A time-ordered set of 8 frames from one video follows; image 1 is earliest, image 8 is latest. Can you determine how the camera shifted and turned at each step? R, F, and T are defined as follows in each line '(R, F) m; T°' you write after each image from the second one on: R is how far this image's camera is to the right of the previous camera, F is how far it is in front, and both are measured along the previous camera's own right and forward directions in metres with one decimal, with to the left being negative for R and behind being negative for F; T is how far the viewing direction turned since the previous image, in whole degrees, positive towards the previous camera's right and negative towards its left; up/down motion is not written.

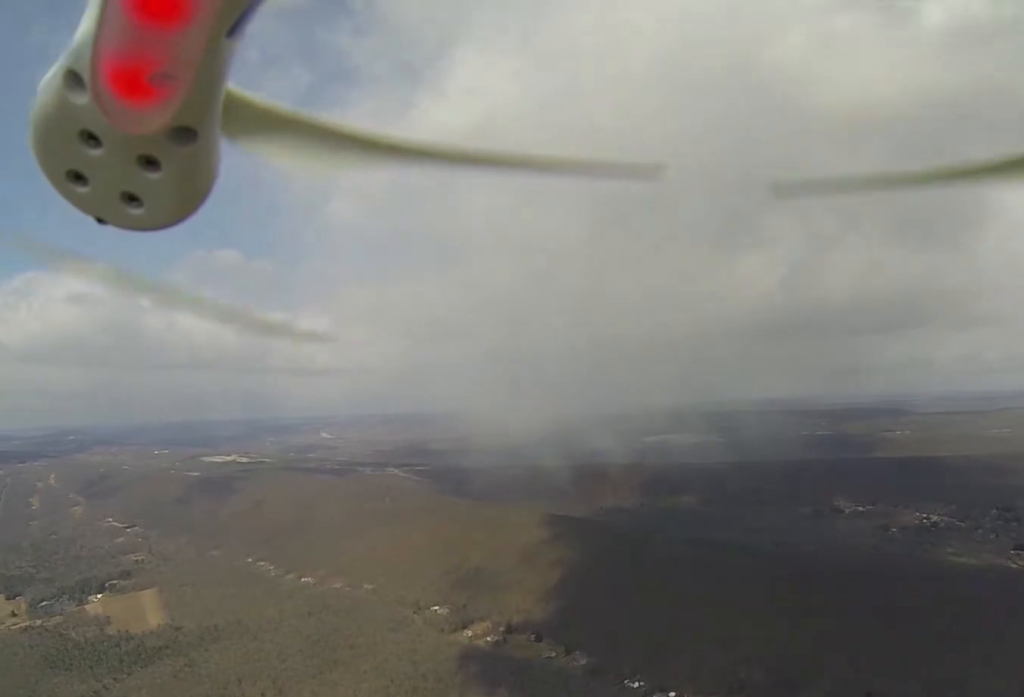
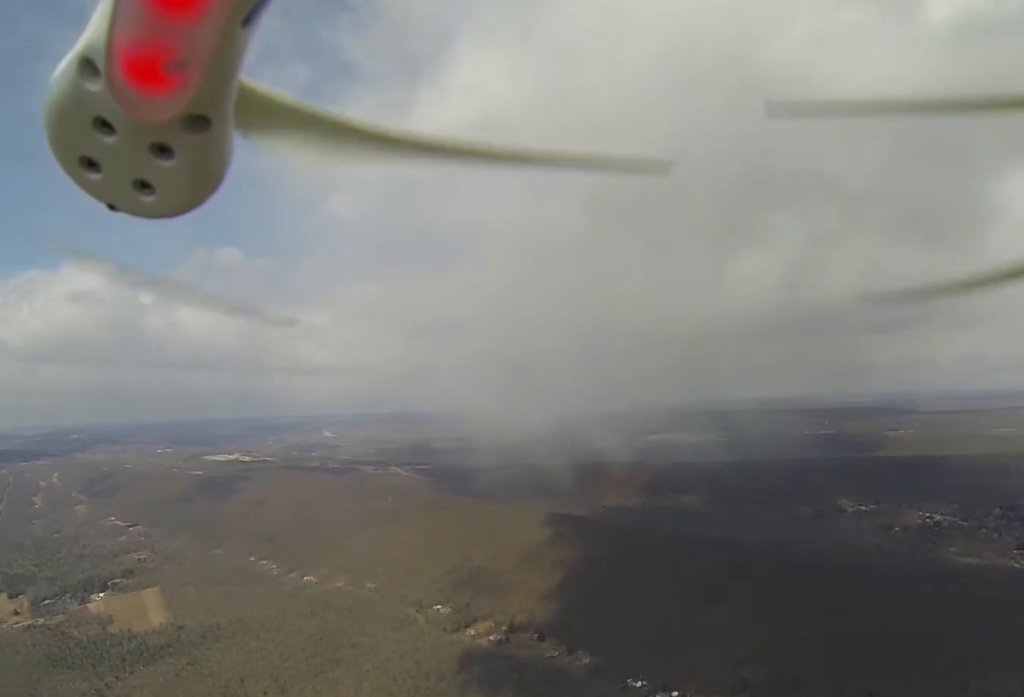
(0.0, +2.6) m; +1°
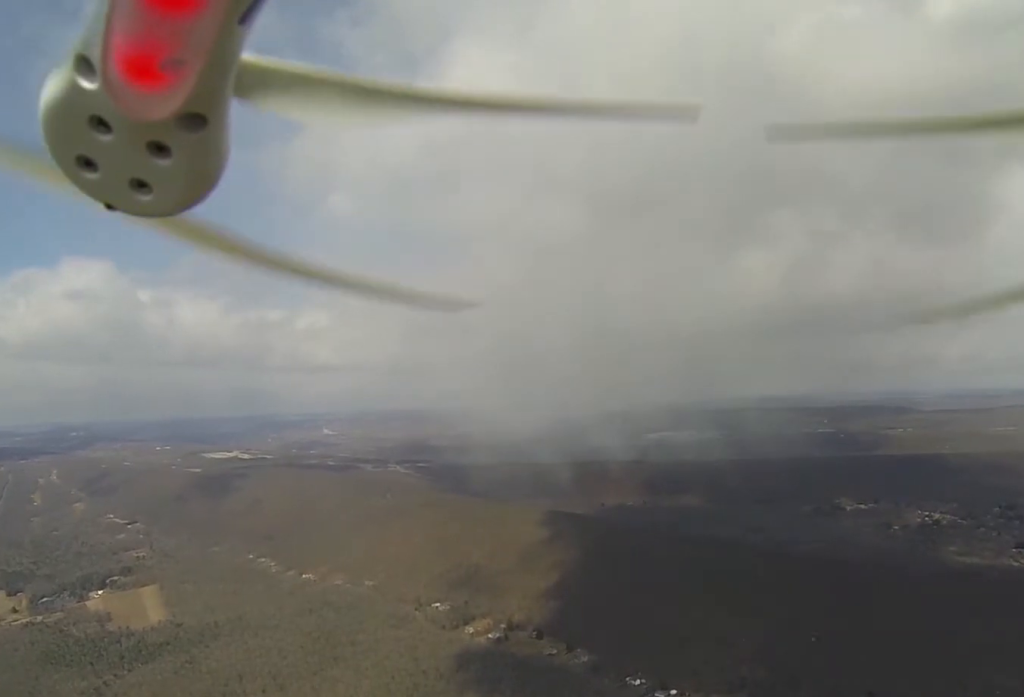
(0.0, +1.6) m; +1°
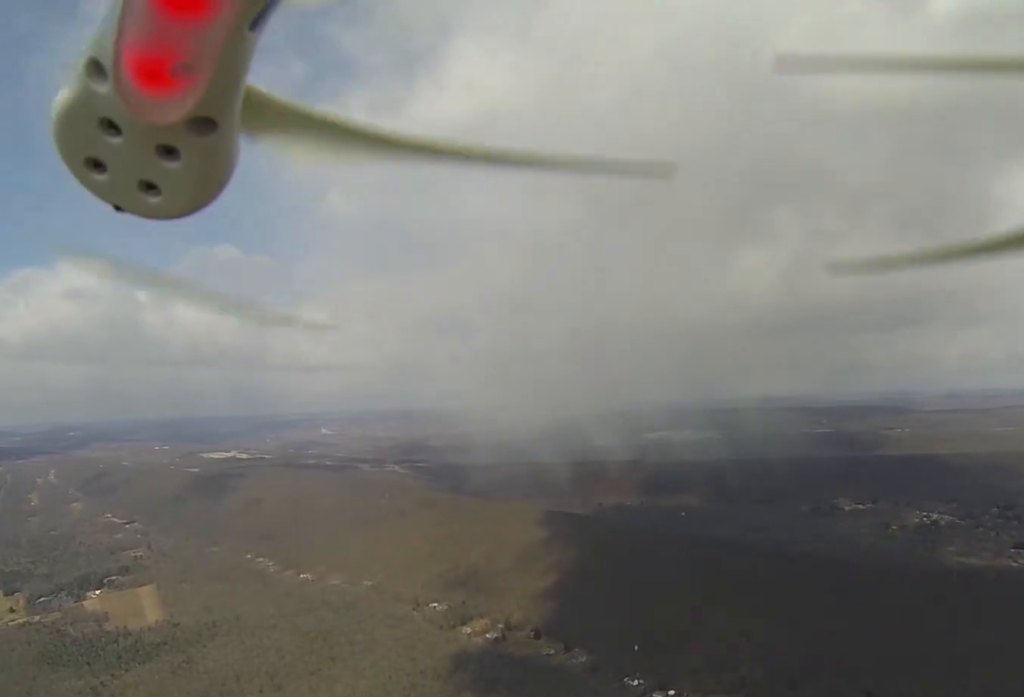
(0.0, +1.4) m; +1°
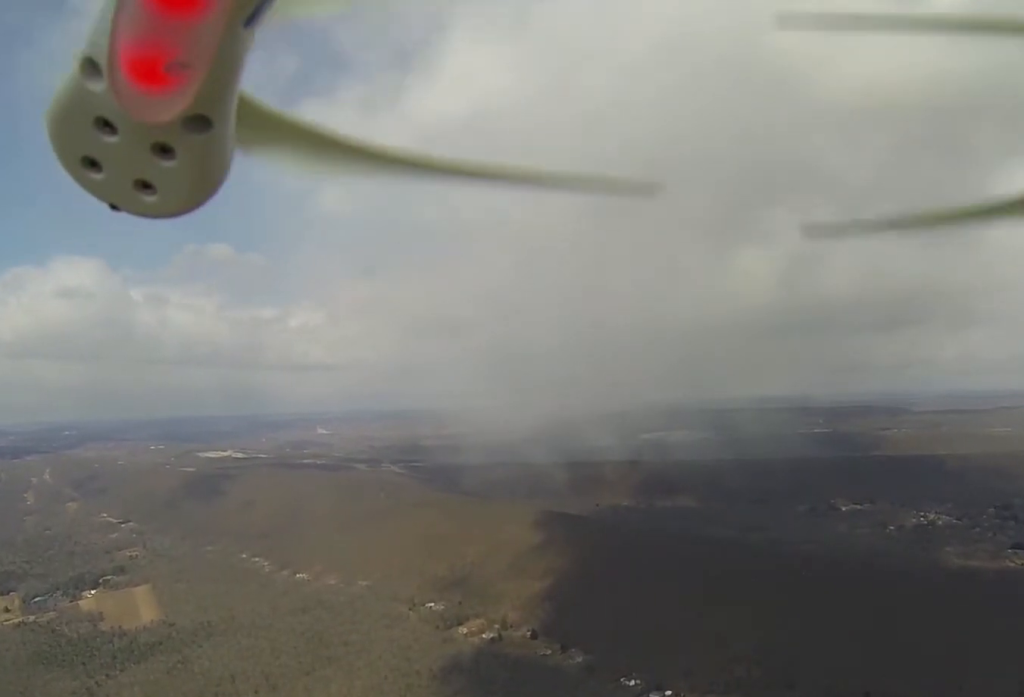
(+0.1, +4.4) m; +2°
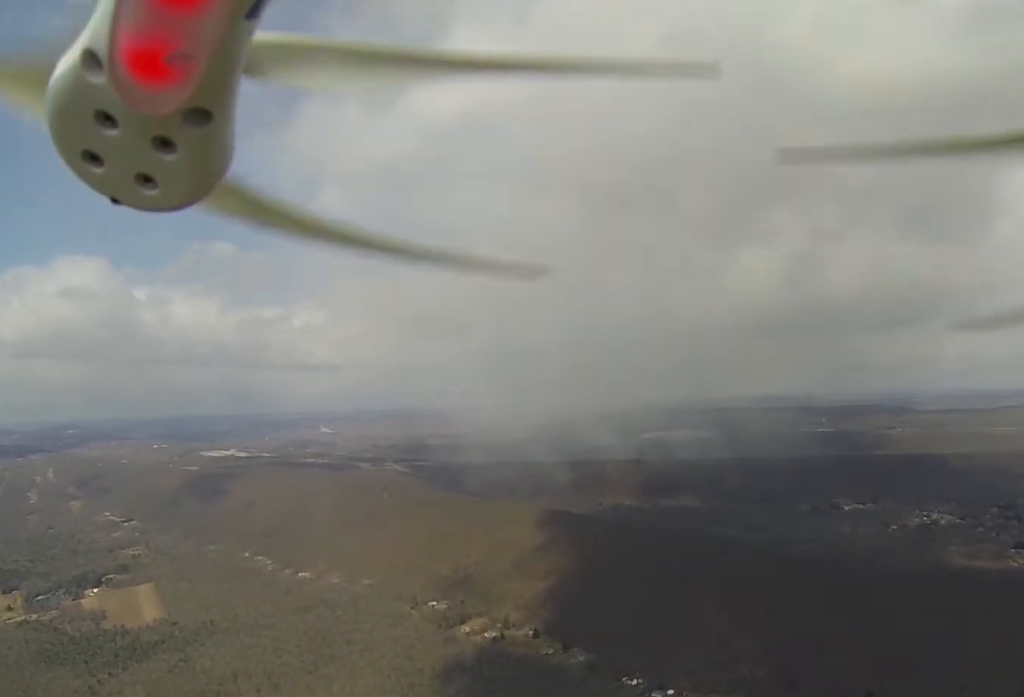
(0.0, +1.7) m; 0°
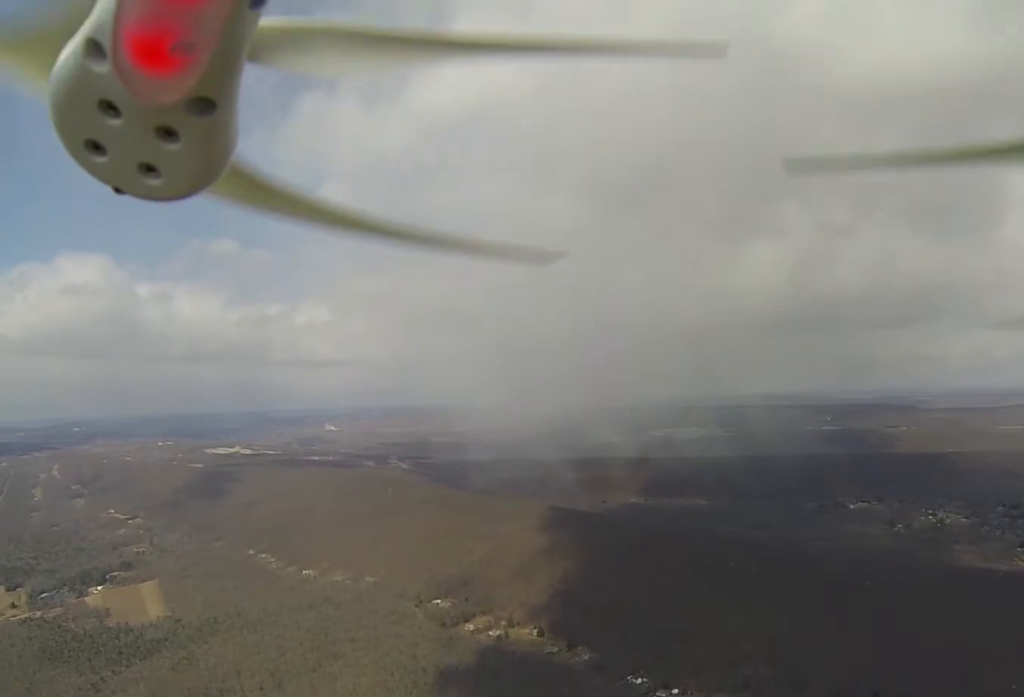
(-0.1, +4.9) m; -2°
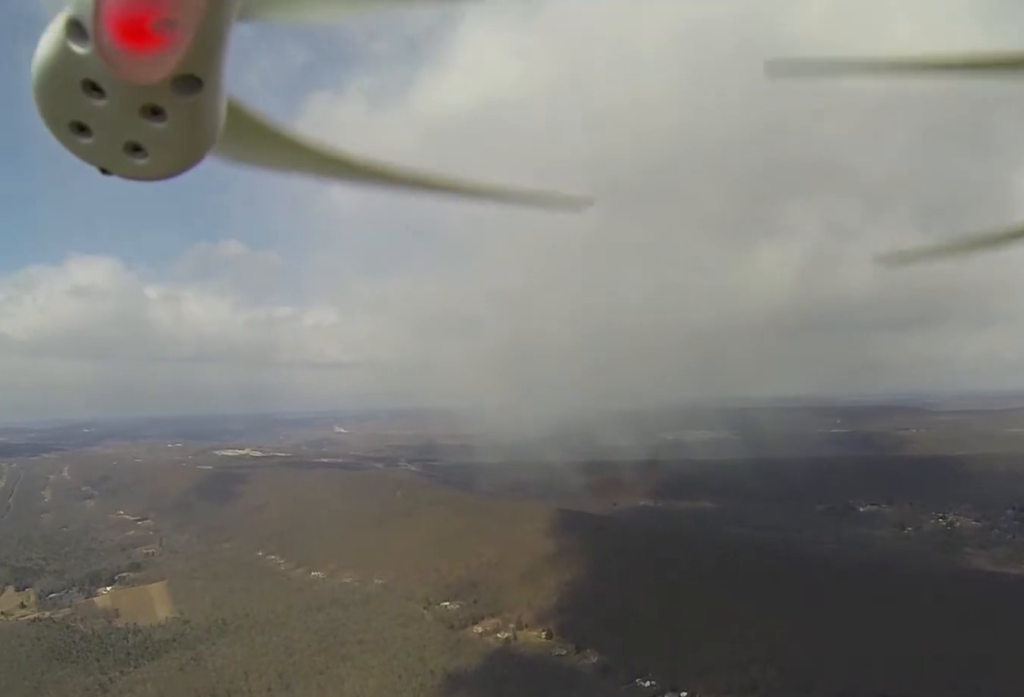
(0.0, +1.5) m; -2°
